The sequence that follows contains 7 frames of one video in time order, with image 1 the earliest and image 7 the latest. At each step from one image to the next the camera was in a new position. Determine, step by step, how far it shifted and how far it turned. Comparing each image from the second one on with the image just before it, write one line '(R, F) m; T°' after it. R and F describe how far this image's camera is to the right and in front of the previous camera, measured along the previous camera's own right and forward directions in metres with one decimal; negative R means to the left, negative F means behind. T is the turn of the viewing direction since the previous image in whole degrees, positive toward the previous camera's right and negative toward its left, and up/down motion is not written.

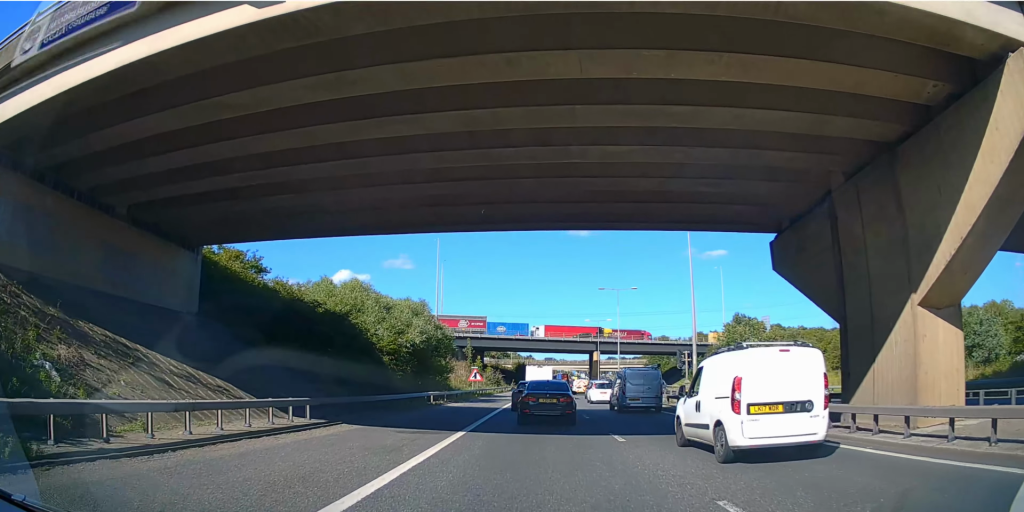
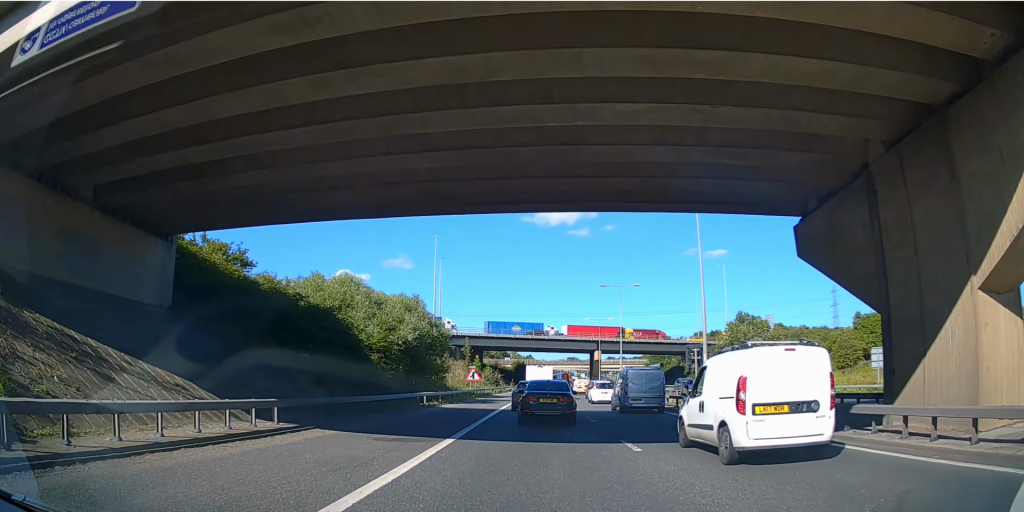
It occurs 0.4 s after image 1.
(0.0, +2.5) m; -1°
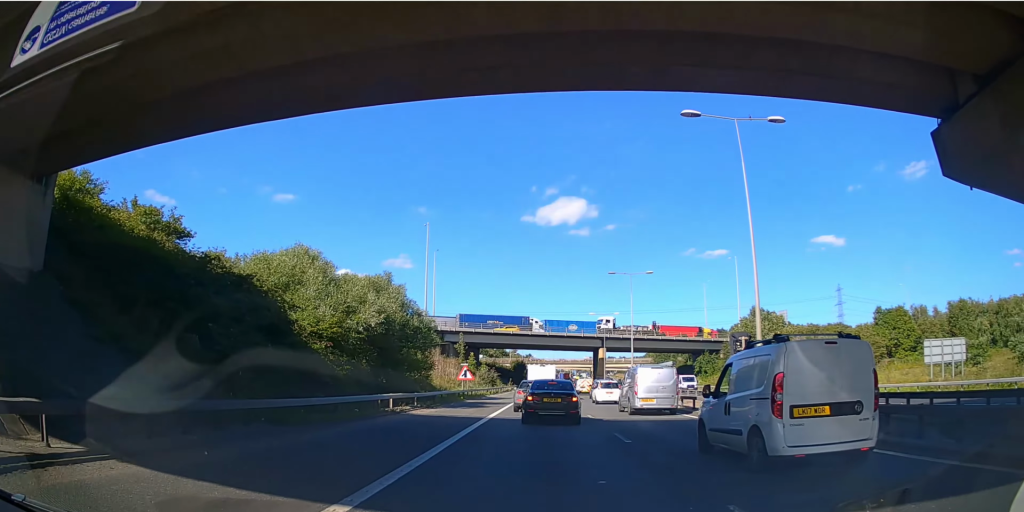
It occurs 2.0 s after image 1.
(-0.2, +8.6) m; 0°
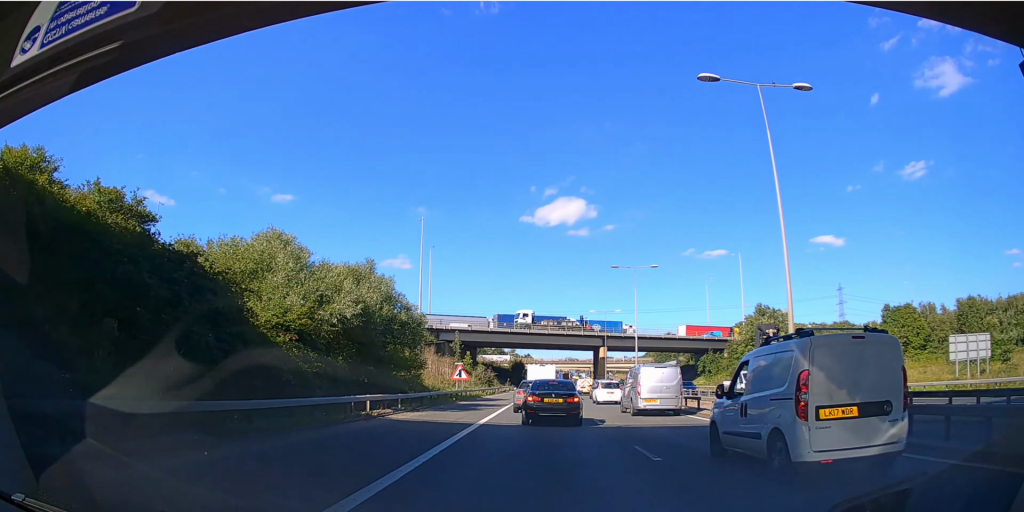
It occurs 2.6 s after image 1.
(+0.1, +3.3) m; +1°
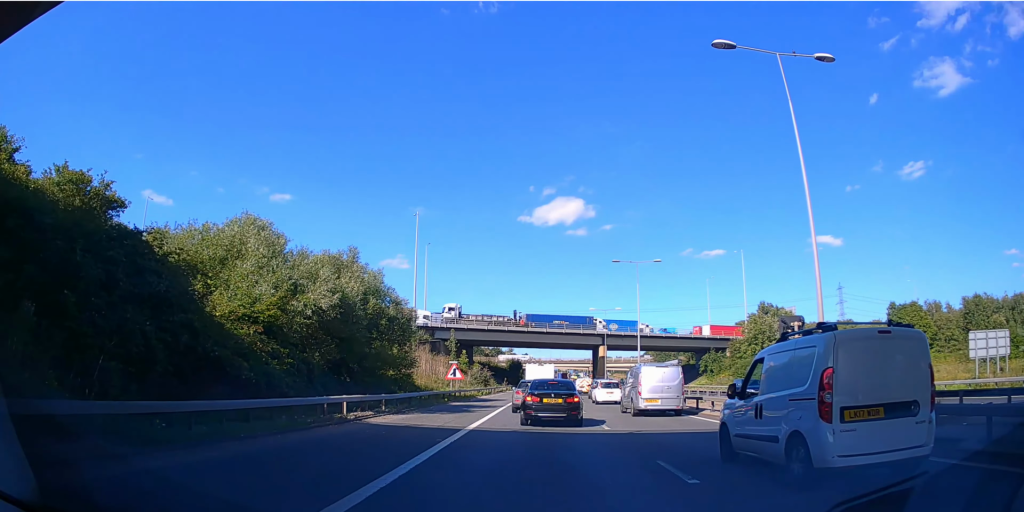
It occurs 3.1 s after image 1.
(+0.1, +2.5) m; +1°
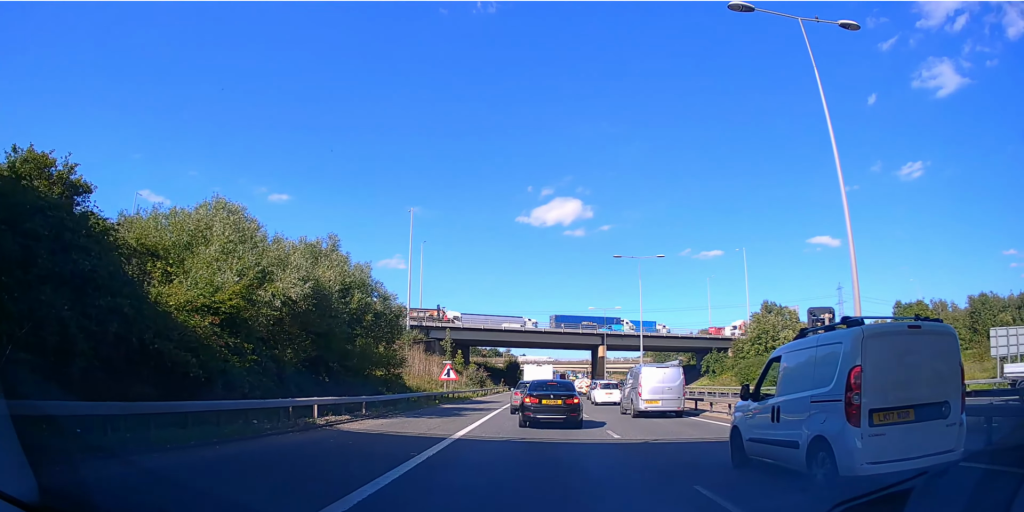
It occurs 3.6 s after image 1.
(0.0, +2.4) m; 0°
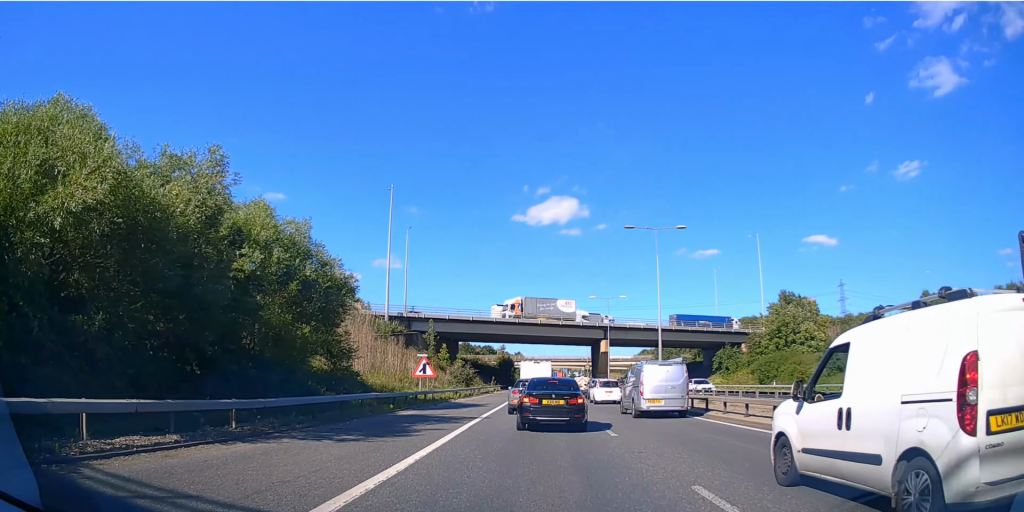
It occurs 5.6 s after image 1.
(-0.3, +9.2) m; -3°
